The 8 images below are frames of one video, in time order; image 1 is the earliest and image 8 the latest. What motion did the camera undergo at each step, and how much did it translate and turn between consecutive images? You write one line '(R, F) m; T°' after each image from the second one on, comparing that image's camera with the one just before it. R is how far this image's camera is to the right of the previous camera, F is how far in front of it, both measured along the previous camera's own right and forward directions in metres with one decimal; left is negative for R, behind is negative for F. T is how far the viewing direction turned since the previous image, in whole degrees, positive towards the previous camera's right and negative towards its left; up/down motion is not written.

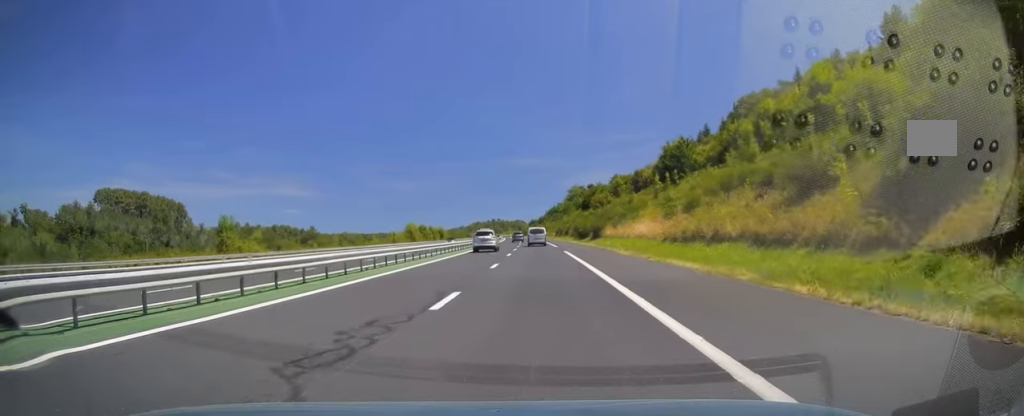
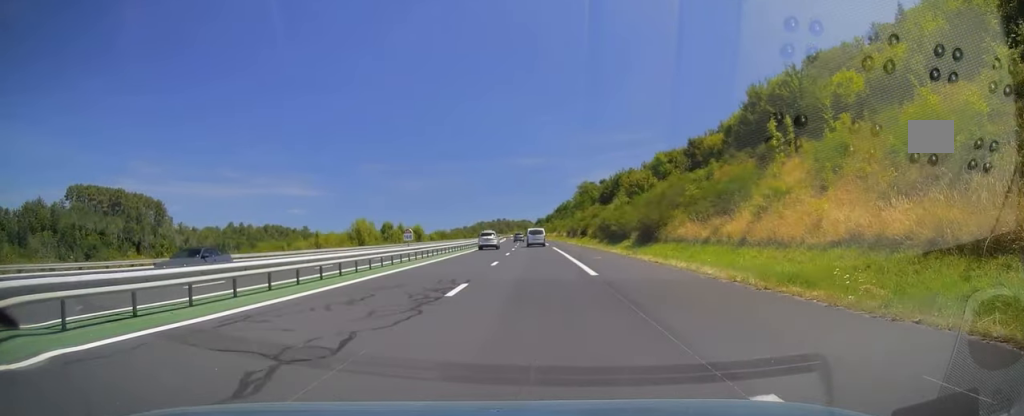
(-0.7, +36.2) m; -1°
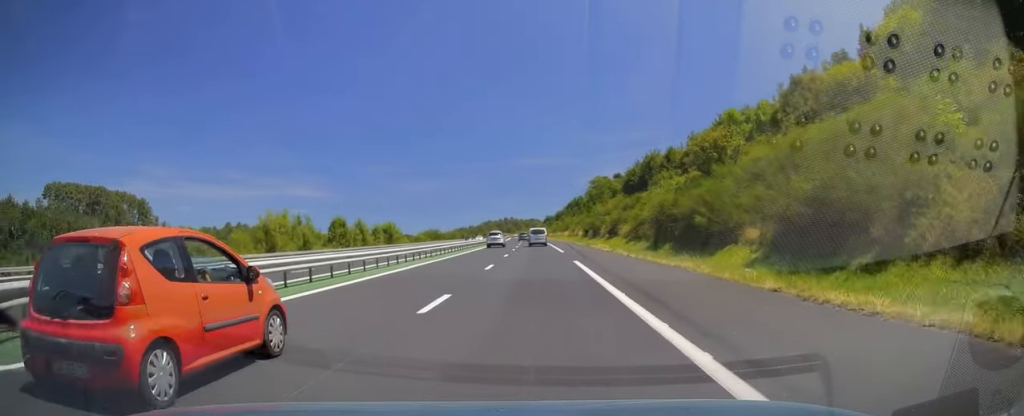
(+0.1, +28.9) m; 0°
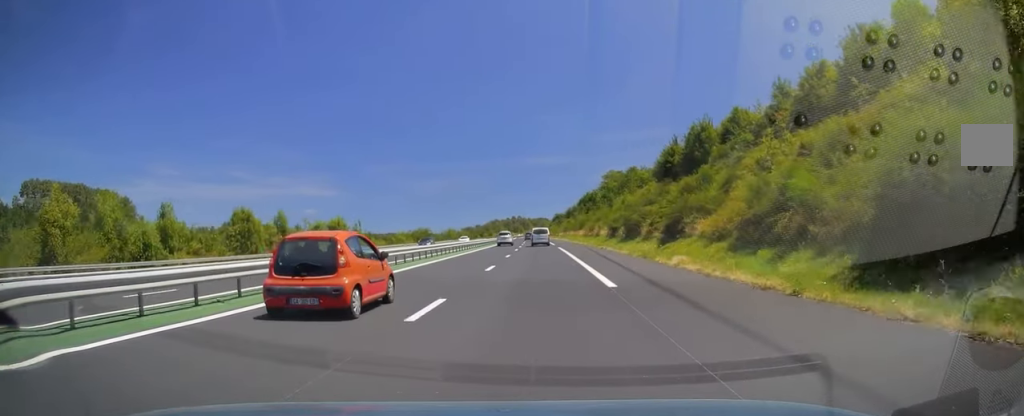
(-0.2, +26.9) m; -1°
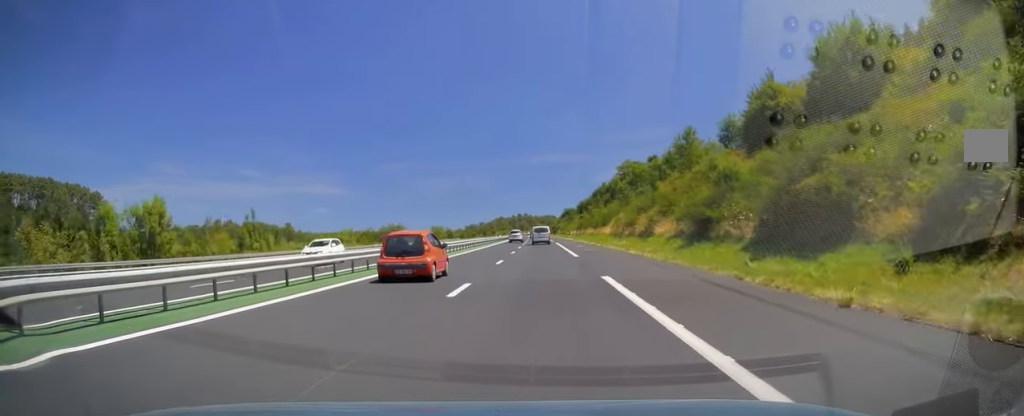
(-0.6, +35.2) m; -1°
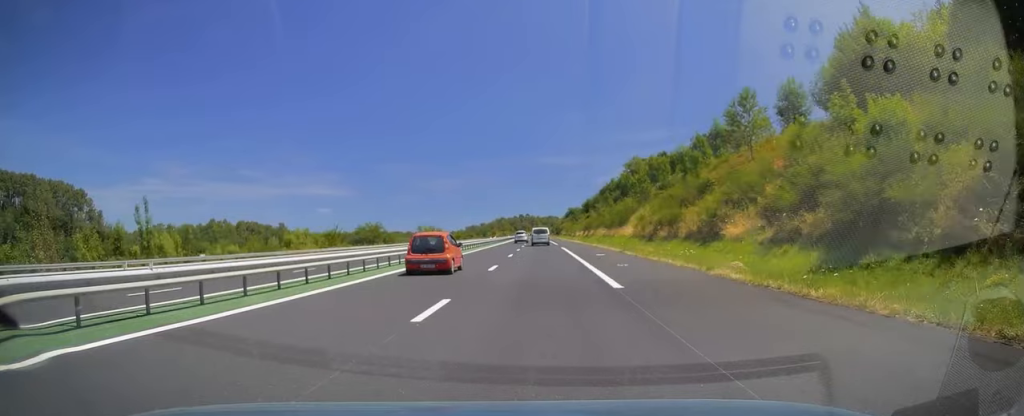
(0.0, +16.6) m; 0°
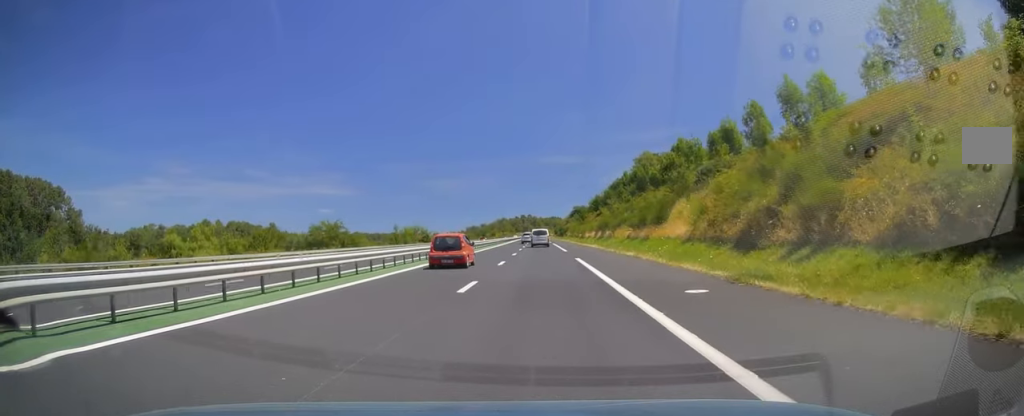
(+0.2, +21.1) m; 0°
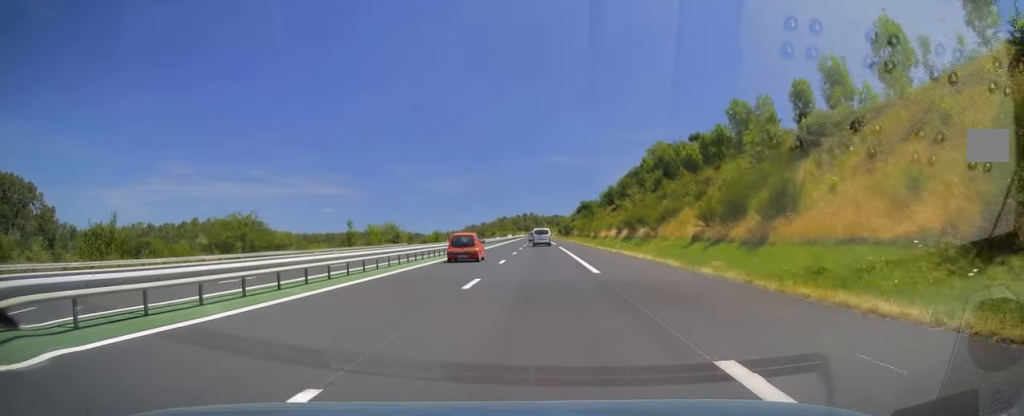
(-0.3, +25.1) m; -1°
